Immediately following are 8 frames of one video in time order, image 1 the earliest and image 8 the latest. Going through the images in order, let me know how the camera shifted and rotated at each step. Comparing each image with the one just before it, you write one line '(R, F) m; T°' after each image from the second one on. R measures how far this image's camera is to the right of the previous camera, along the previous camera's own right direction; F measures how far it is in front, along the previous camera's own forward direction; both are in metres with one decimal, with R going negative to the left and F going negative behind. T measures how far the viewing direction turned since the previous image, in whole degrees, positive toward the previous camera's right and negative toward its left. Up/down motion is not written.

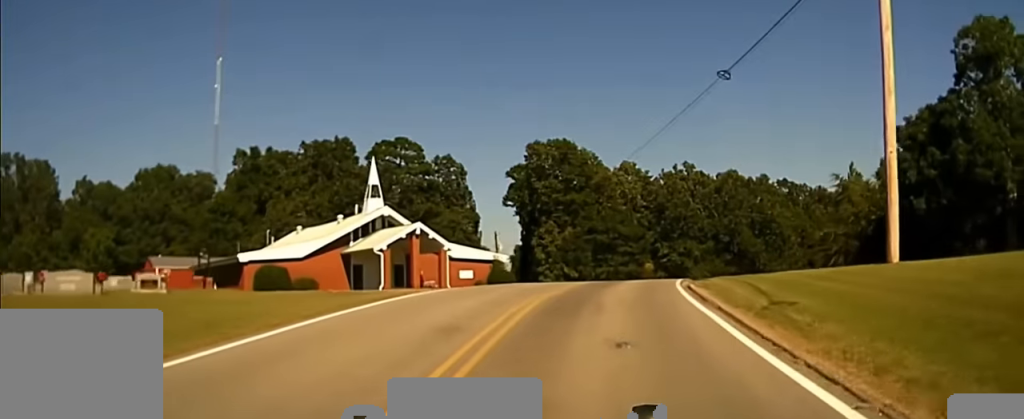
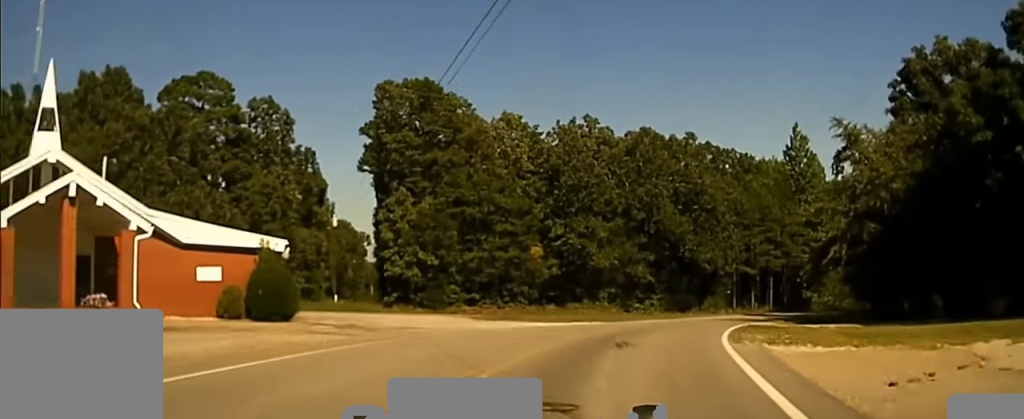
(0.0, +23.4) m; +6°
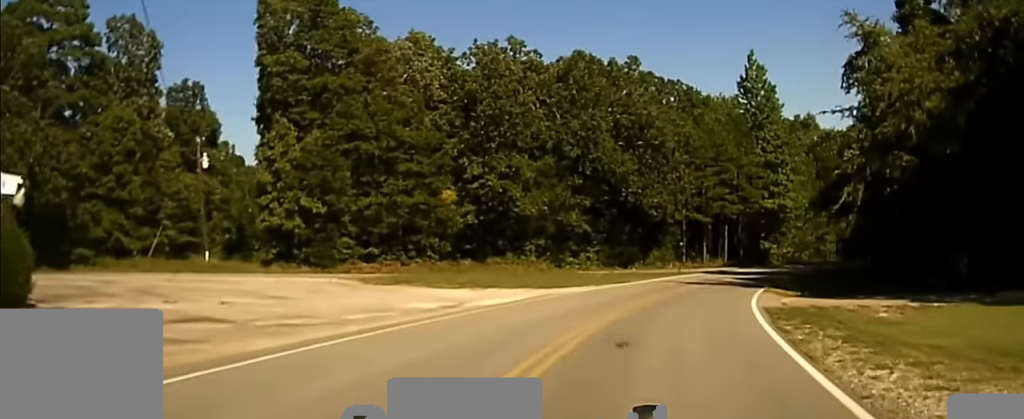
(+0.6, +13.7) m; +7°
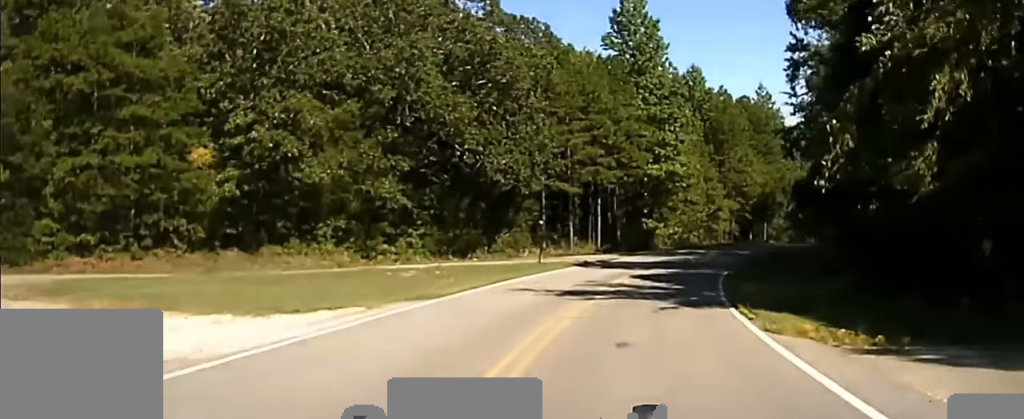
(+2.3, +22.6) m; +11°
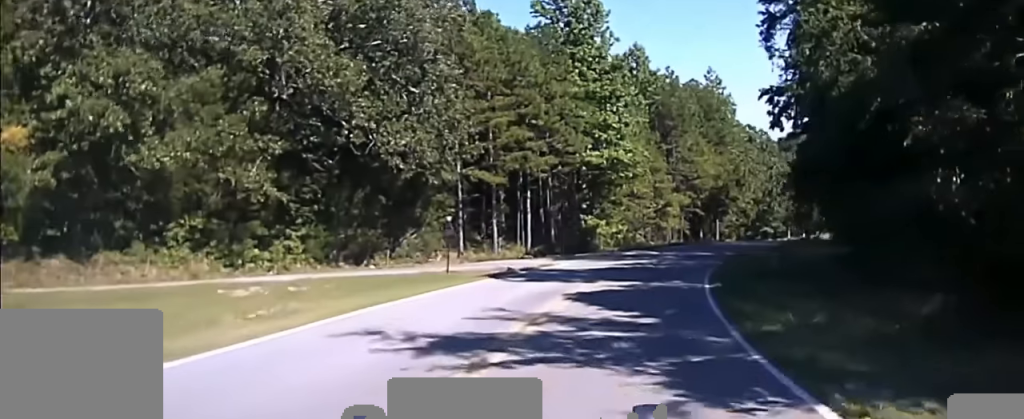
(+0.2, +12.0) m; +5°
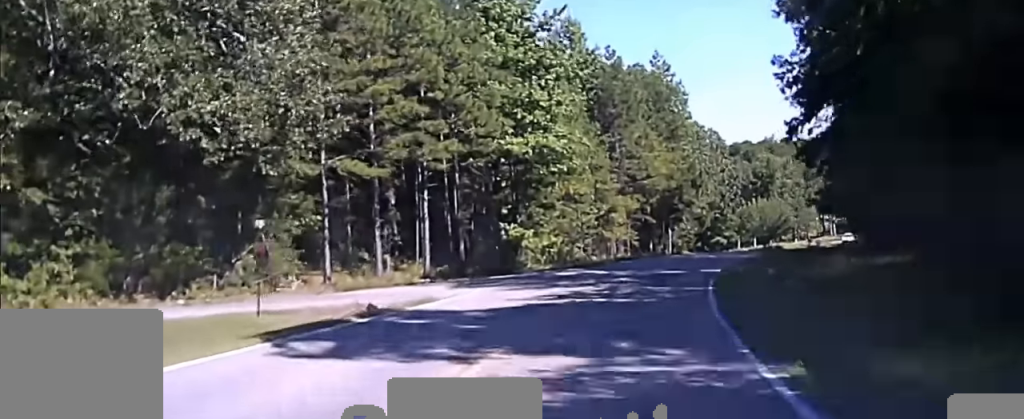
(+1.5, +18.0) m; +5°
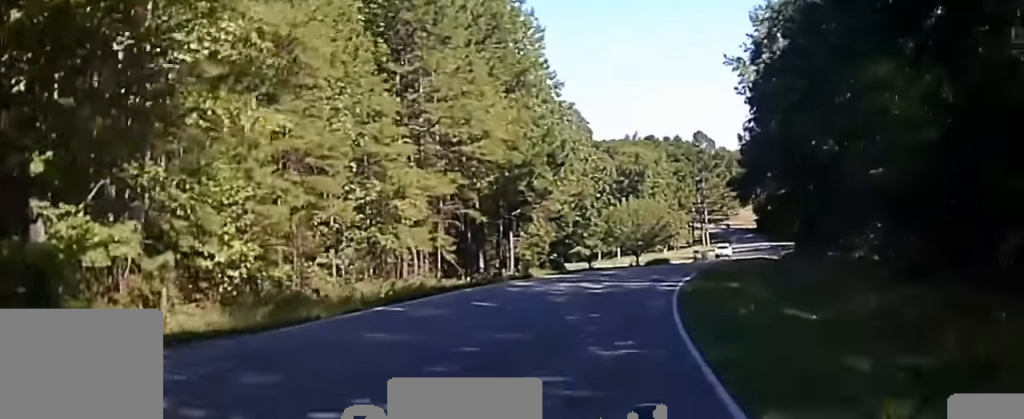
(+2.1, +30.7) m; +8°
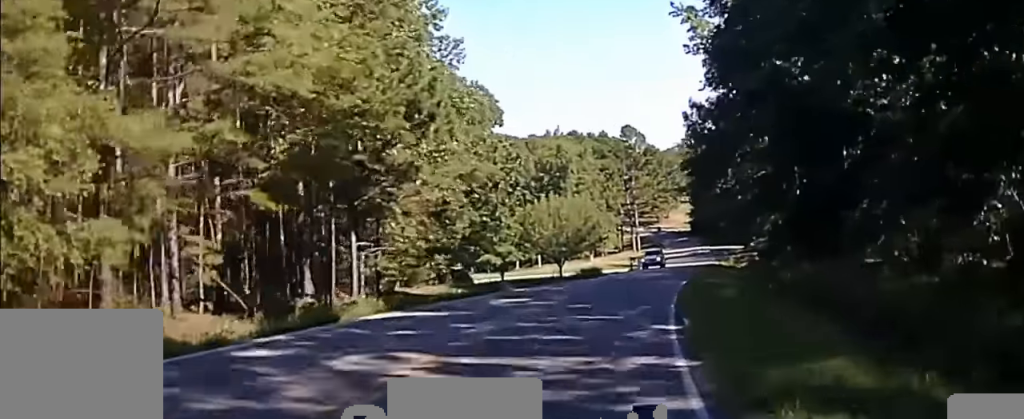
(+0.9, +16.4) m; +4°
